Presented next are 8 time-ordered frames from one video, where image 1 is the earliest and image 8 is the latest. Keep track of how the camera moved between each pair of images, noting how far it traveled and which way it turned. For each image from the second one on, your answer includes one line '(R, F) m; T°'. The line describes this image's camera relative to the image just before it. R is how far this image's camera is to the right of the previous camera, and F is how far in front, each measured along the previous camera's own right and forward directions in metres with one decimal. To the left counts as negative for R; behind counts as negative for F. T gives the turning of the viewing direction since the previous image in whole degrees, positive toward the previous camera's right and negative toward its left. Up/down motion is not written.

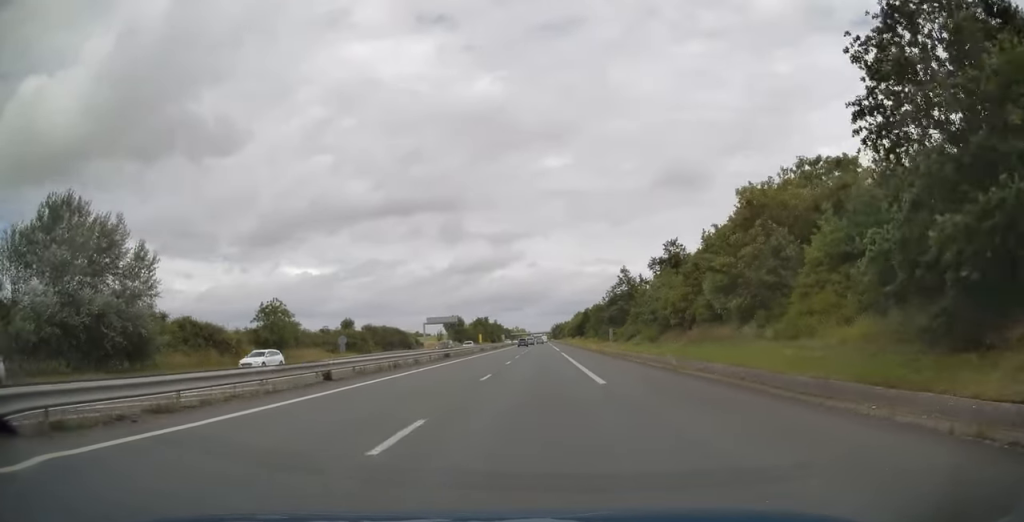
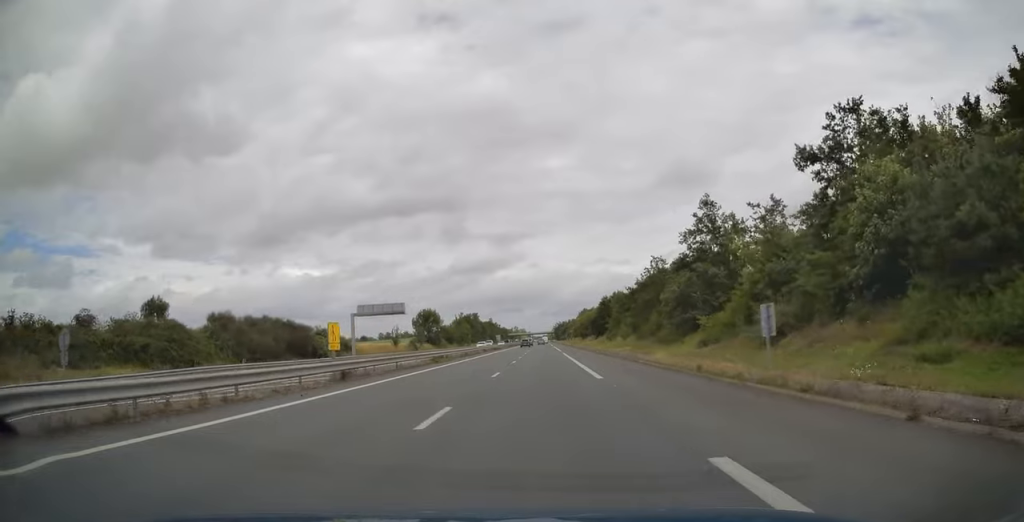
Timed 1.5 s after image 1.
(-0.1, +49.7) m; 0°
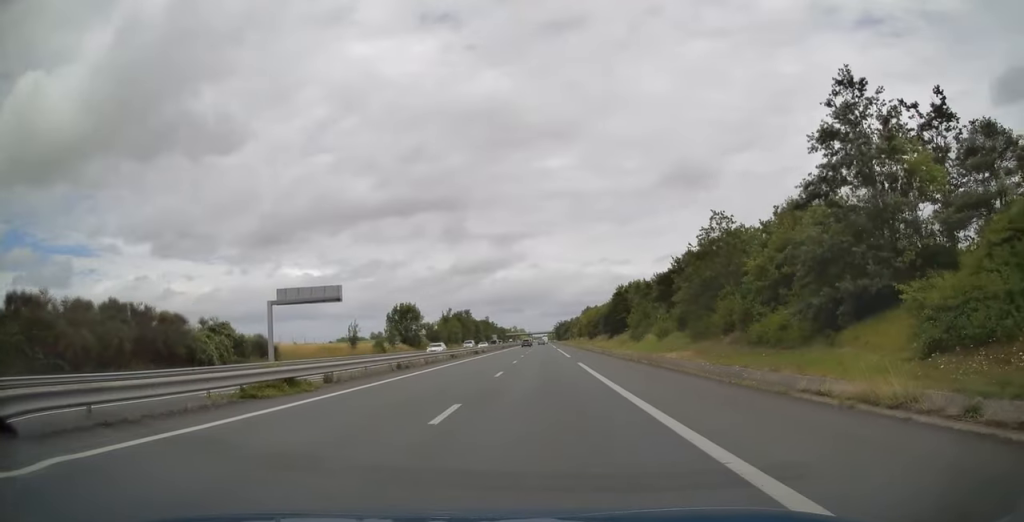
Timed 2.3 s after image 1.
(+0.1, +25.4) m; 0°
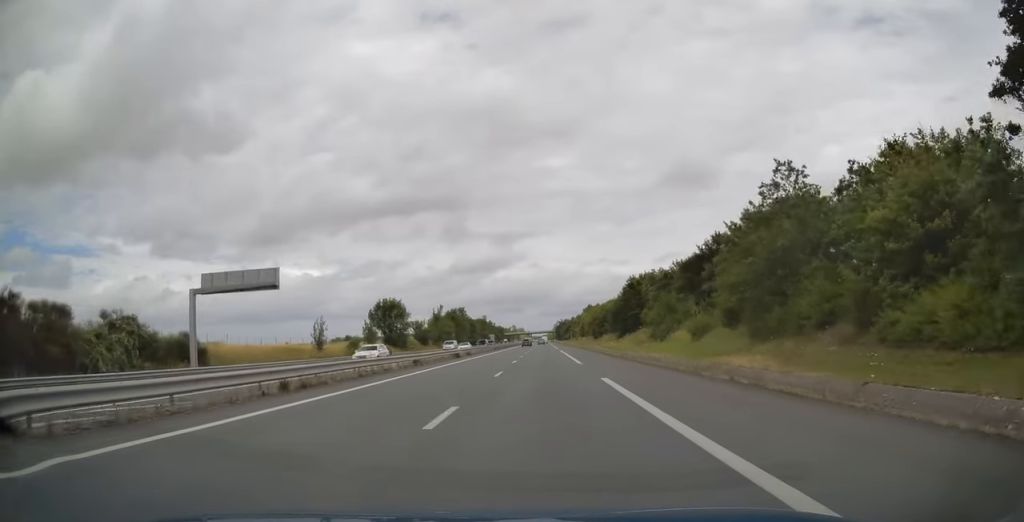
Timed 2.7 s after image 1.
(0.0, +13.5) m; 0°
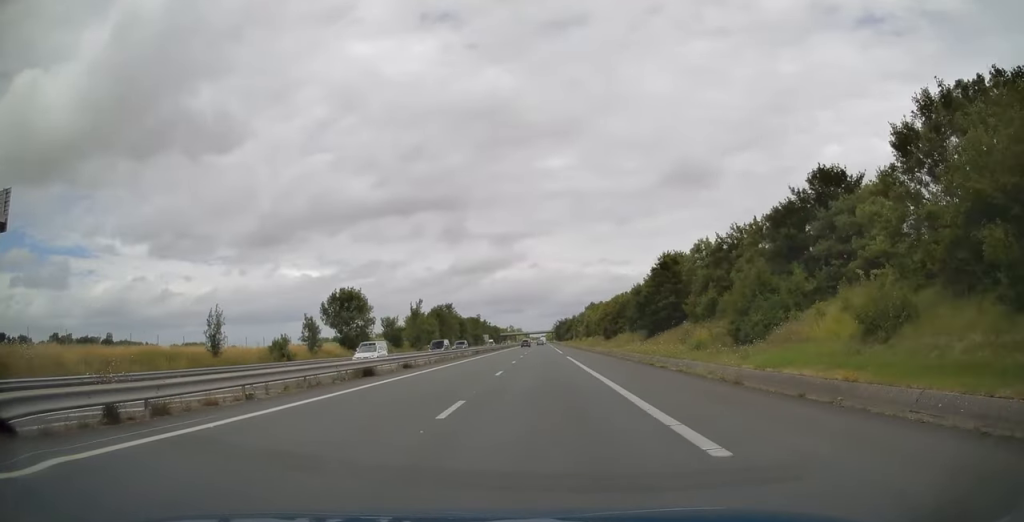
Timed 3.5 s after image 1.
(0.0, +24.9) m; 0°
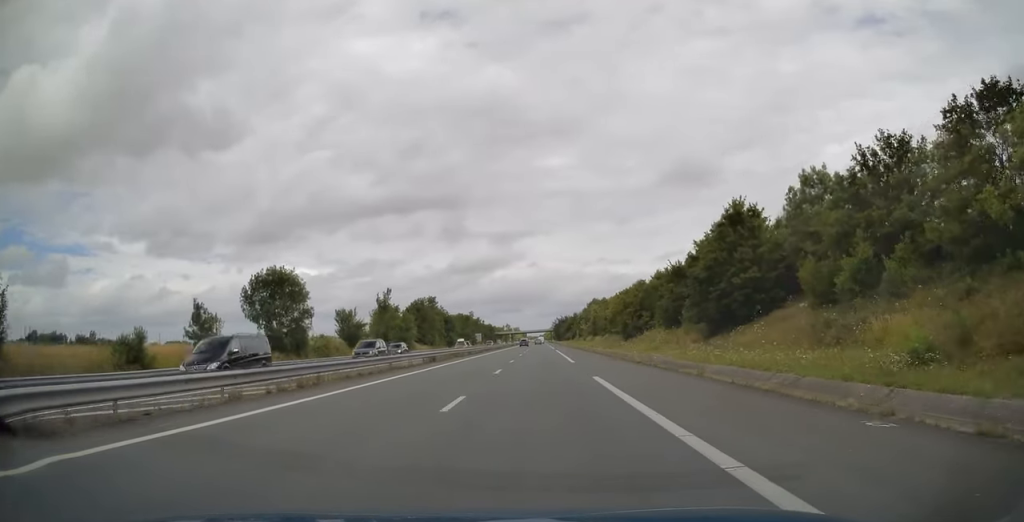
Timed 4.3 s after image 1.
(+0.1, +24.8) m; 0°
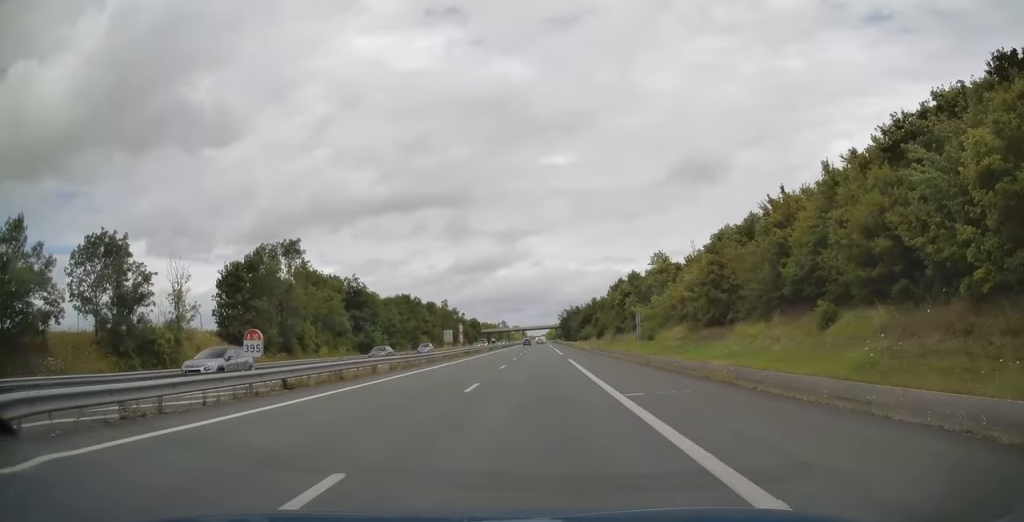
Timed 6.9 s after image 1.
(-0.2, +86.2) m; 0°
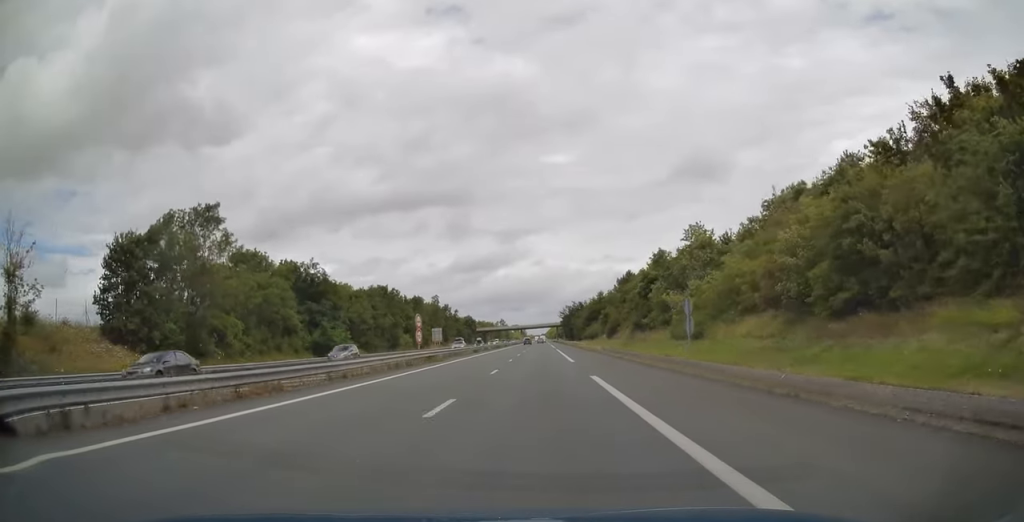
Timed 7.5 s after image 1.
(-0.1, +18.3) m; 0°
